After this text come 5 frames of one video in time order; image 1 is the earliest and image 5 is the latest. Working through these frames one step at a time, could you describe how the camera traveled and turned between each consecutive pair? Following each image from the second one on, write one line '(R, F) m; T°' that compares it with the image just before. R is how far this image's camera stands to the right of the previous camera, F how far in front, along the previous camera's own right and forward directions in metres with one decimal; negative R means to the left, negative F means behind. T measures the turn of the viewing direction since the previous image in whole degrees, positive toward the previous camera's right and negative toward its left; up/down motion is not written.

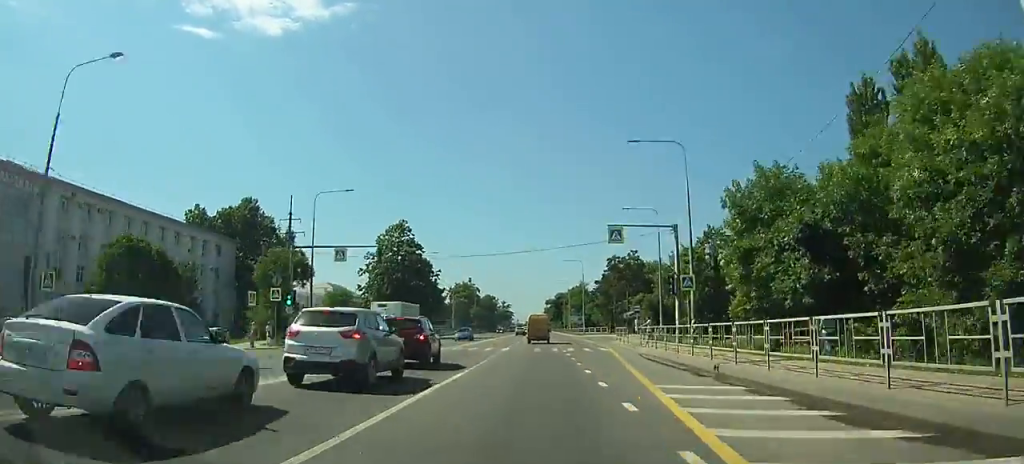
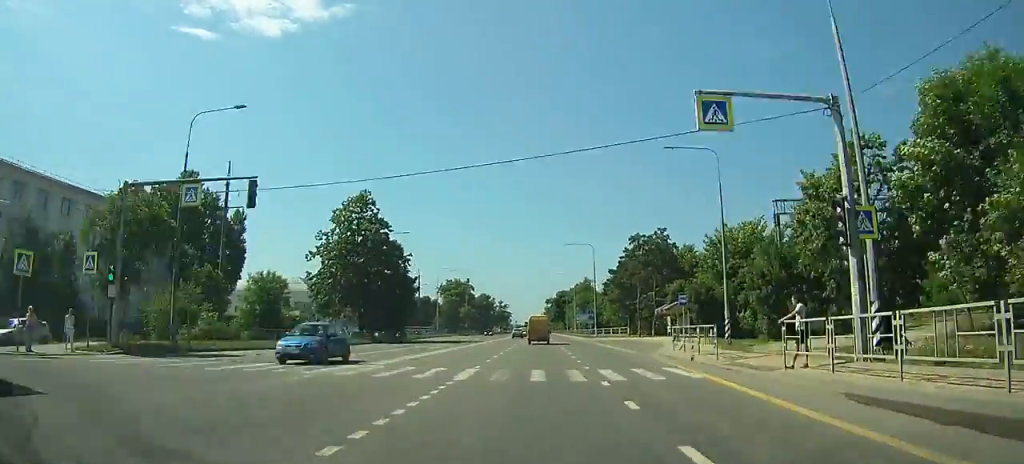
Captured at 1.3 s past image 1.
(0.0, +20.6) m; 0°
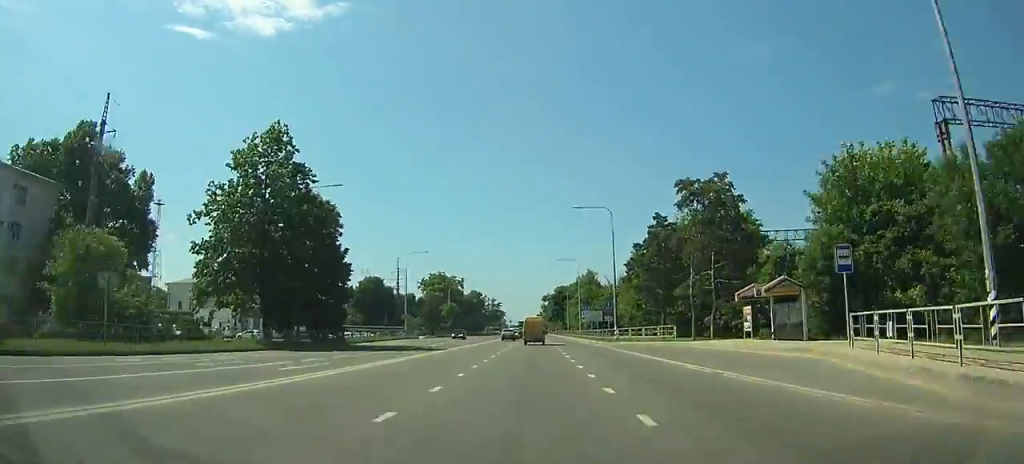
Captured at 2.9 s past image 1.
(0.0, +24.9) m; 0°
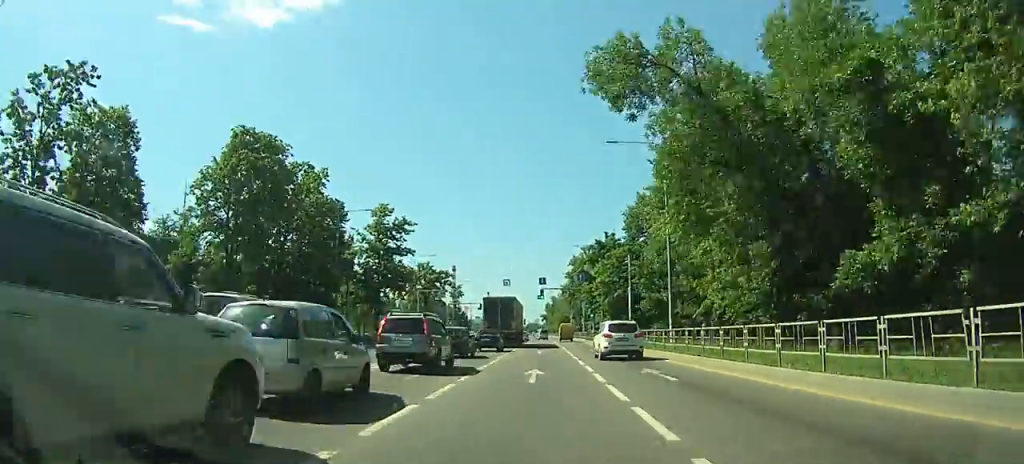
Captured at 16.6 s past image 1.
(+0.7, +187.4) m; +1°
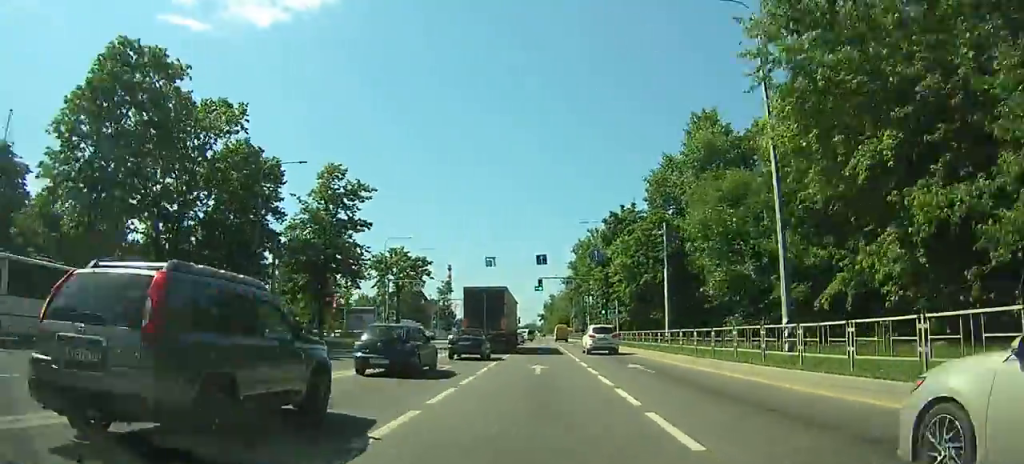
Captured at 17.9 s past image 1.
(-0.1, +16.6) m; 0°
